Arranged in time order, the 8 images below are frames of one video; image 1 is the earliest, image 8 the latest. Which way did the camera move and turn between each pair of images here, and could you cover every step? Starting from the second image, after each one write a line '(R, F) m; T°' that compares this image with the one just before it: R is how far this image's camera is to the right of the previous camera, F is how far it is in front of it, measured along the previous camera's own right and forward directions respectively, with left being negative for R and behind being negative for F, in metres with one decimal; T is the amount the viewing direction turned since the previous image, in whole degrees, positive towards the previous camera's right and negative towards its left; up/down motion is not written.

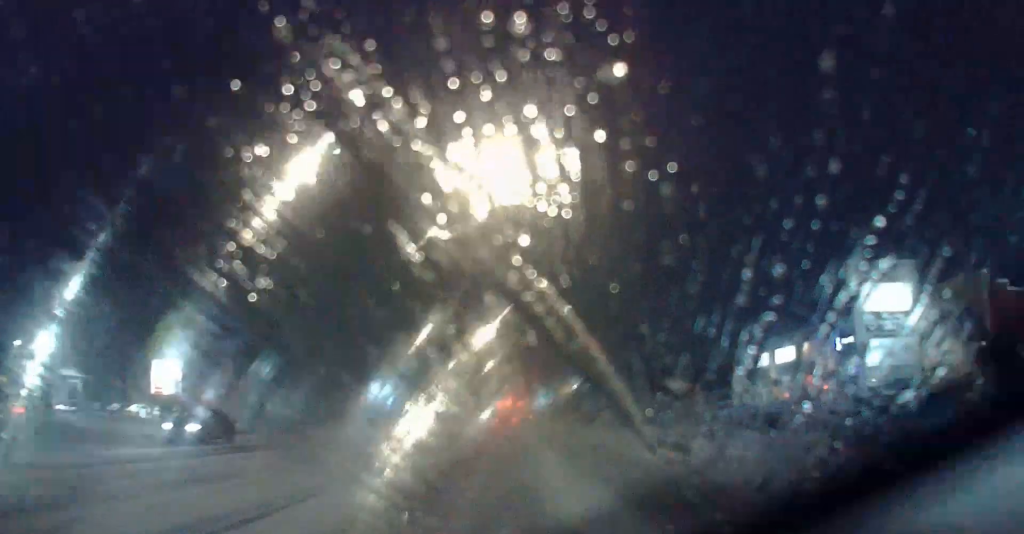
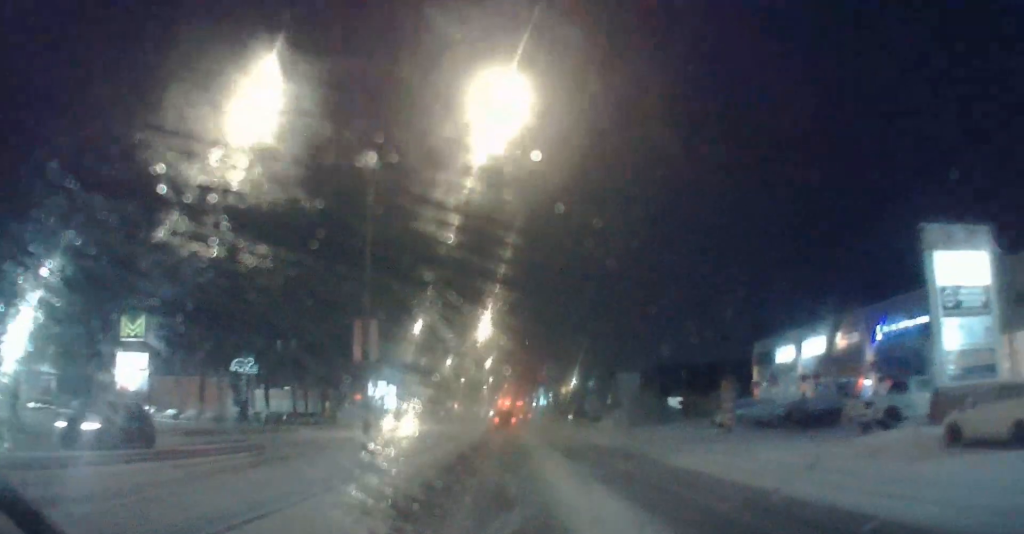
(0.0, +5.6) m; 0°
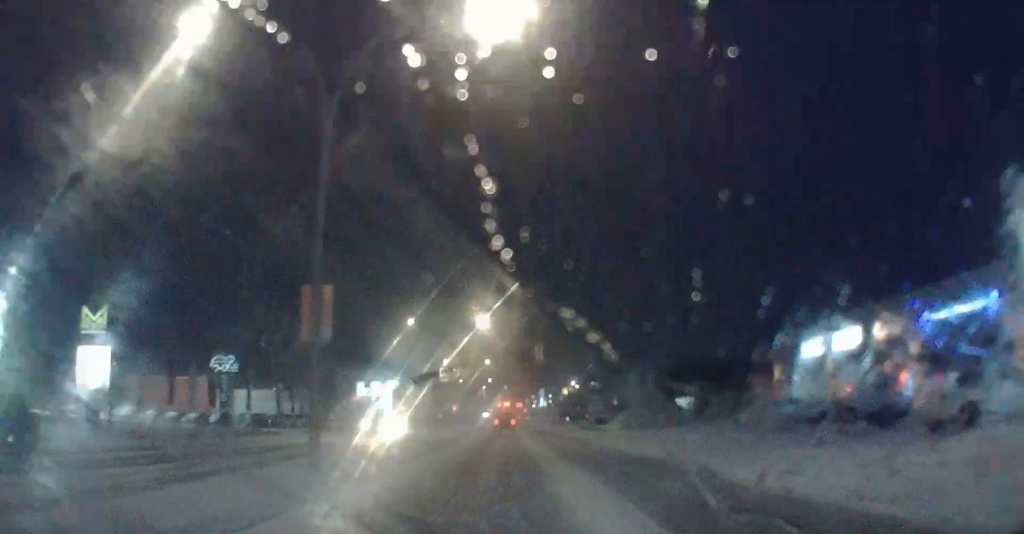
(0.0, +5.3) m; 0°
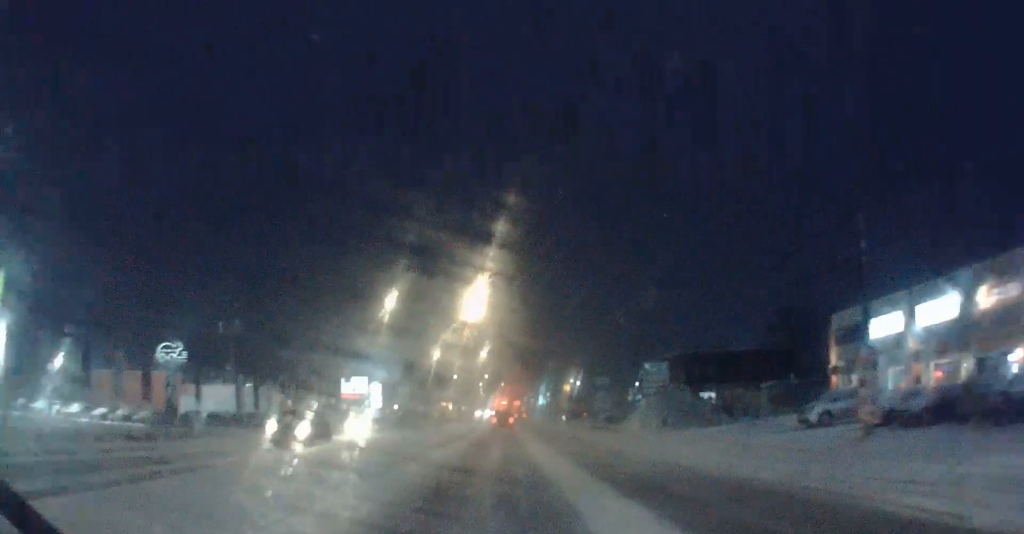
(0.0, +11.3) m; +1°
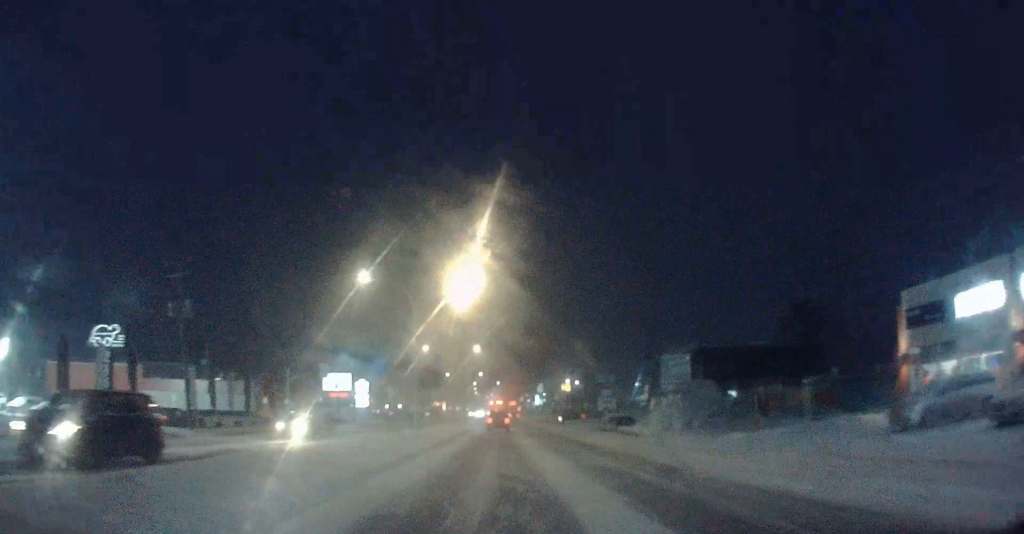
(+0.1, +9.5) m; 0°
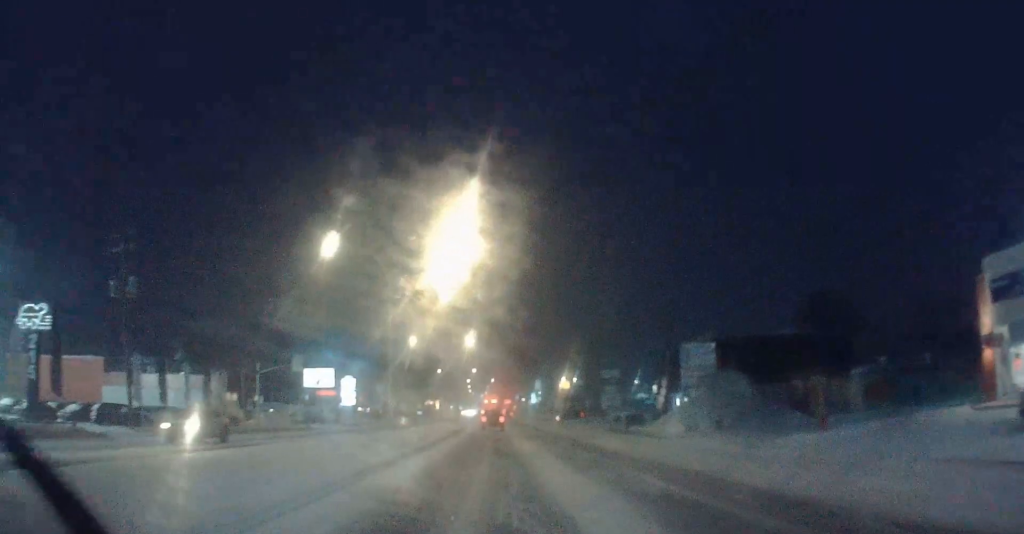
(+0.1, +8.5) m; -1°
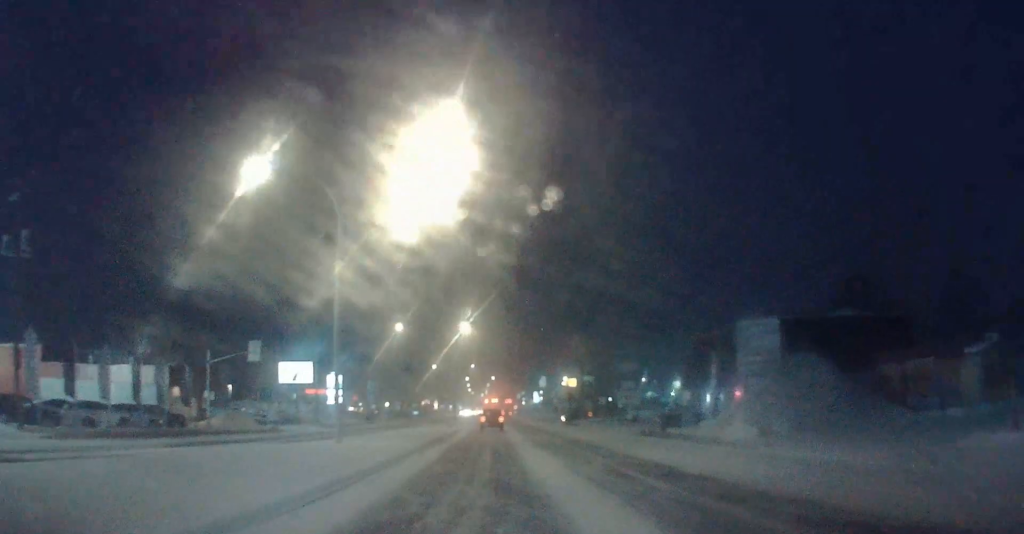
(-0.4, +11.8) m; -2°
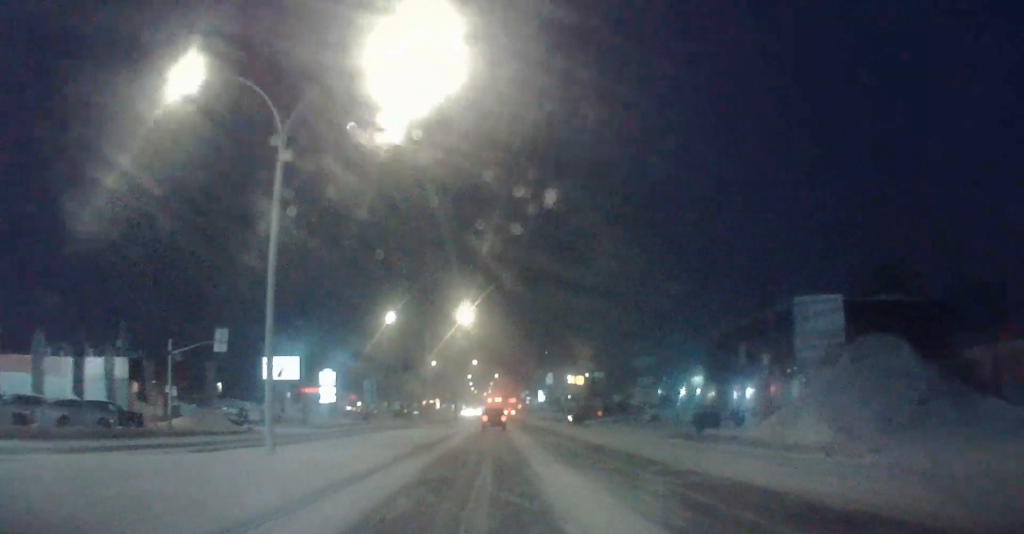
(-0.1, +7.5) m; +1°
